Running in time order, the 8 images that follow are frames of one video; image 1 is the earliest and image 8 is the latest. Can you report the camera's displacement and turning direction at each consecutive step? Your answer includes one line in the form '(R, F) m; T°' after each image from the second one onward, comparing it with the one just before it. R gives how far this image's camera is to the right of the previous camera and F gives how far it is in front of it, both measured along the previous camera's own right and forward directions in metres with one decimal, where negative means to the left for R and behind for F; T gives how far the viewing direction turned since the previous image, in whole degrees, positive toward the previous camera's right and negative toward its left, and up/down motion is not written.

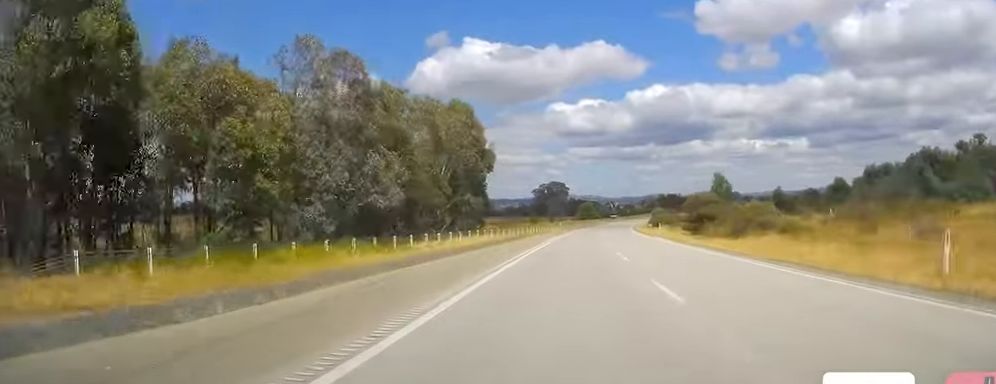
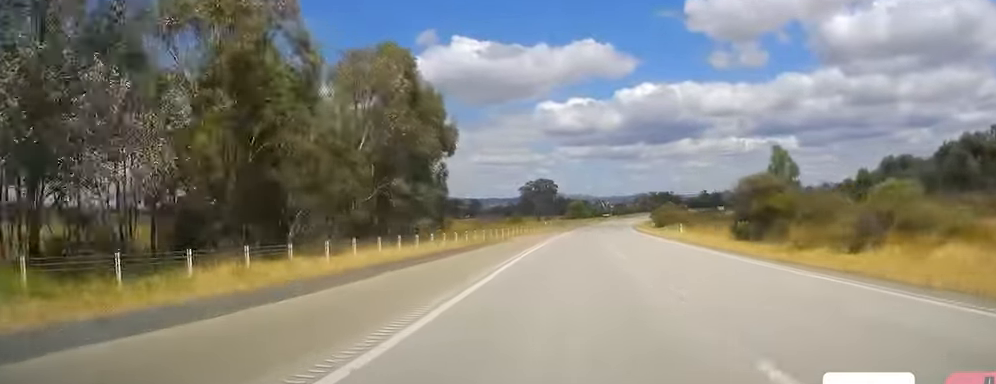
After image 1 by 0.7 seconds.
(+0.1, +20.0) m; +1°
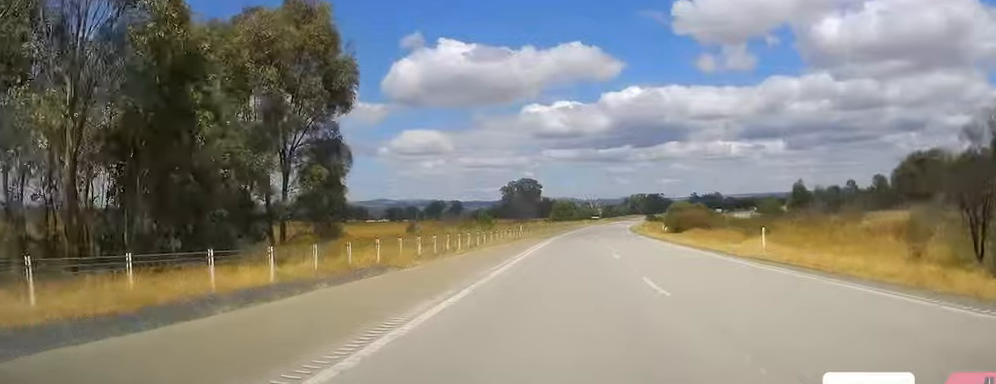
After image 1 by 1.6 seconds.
(+0.2, +25.9) m; +1°
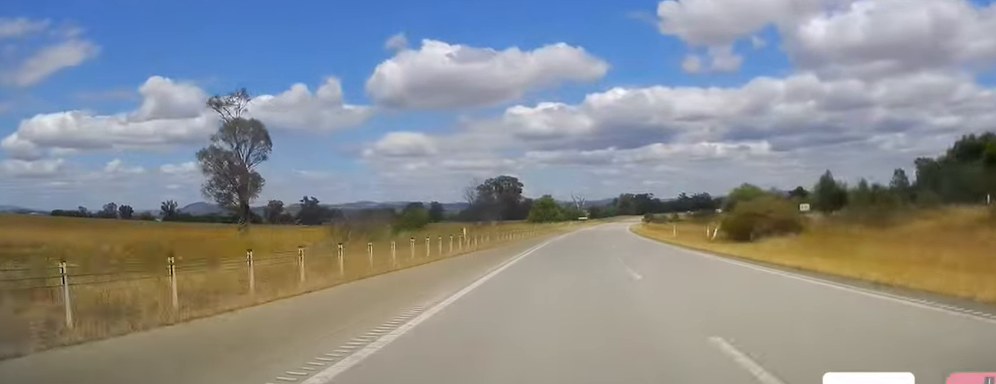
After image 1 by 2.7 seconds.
(+0.5, +32.5) m; 0°
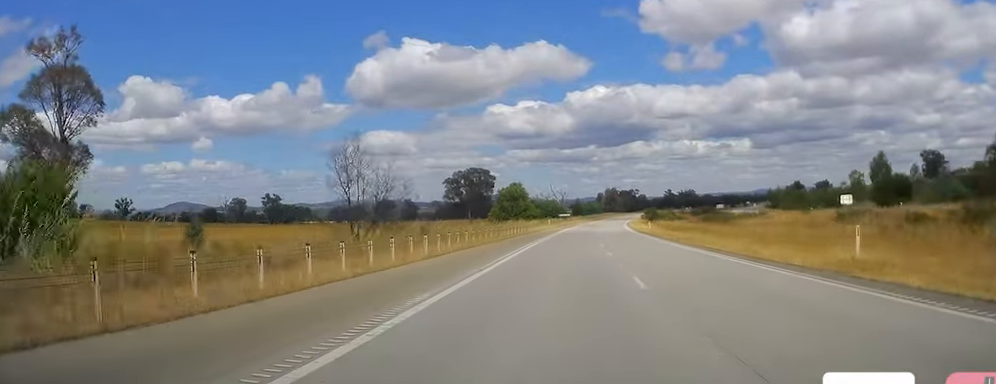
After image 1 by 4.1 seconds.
(0.0, +38.2) m; +1°
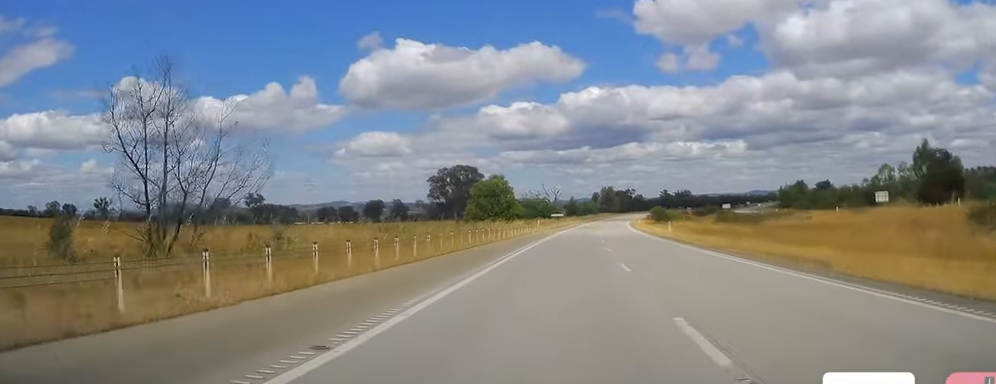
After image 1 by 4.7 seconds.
(+0.1, +19.1) m; +1°
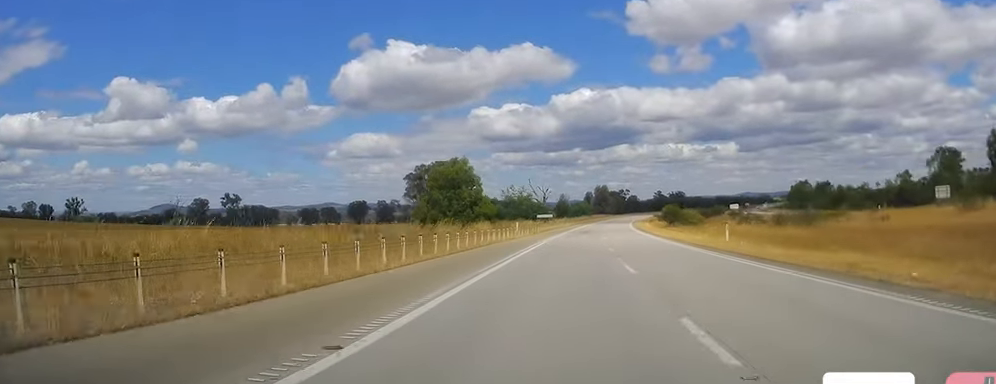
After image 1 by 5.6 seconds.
(+0.3, +24.0) m; +2°
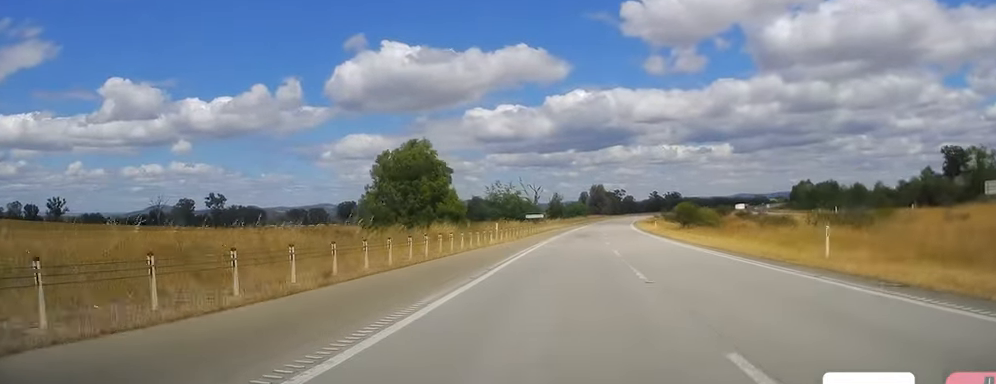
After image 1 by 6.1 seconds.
(+0.3, +14.4) m; +1°
